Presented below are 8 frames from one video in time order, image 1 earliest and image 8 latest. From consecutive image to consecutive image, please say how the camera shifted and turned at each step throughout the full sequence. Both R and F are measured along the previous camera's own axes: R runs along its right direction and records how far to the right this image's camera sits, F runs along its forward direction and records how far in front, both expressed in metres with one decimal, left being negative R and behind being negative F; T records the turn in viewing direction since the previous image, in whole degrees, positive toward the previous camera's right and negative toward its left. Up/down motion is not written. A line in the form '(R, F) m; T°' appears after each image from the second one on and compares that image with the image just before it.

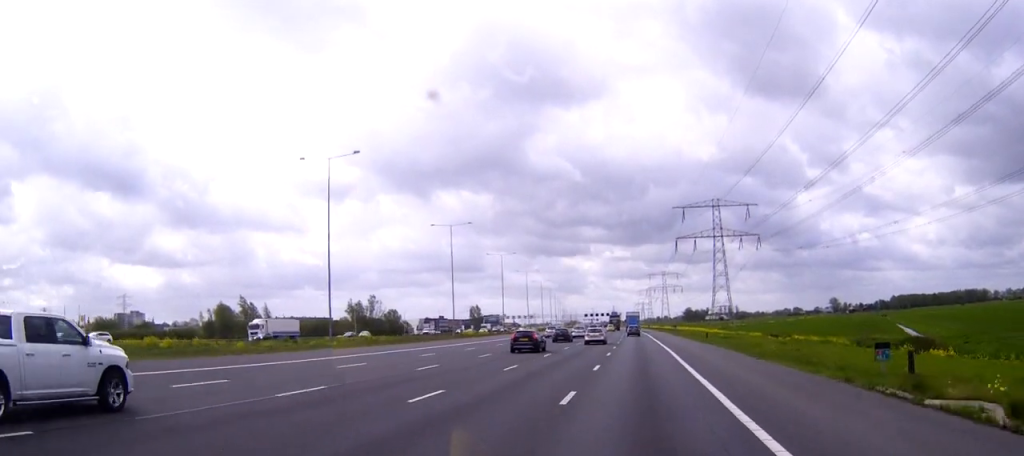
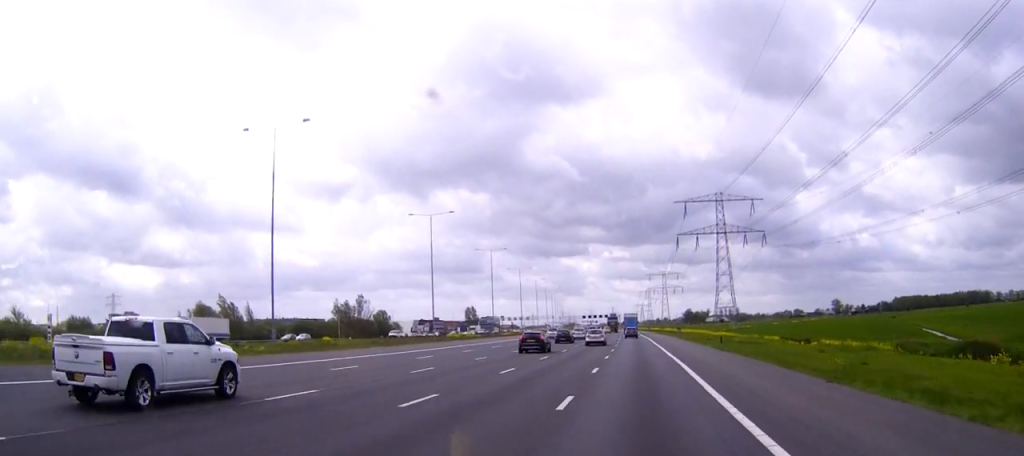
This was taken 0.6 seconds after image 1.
(0.0, +12.6) m; 0°
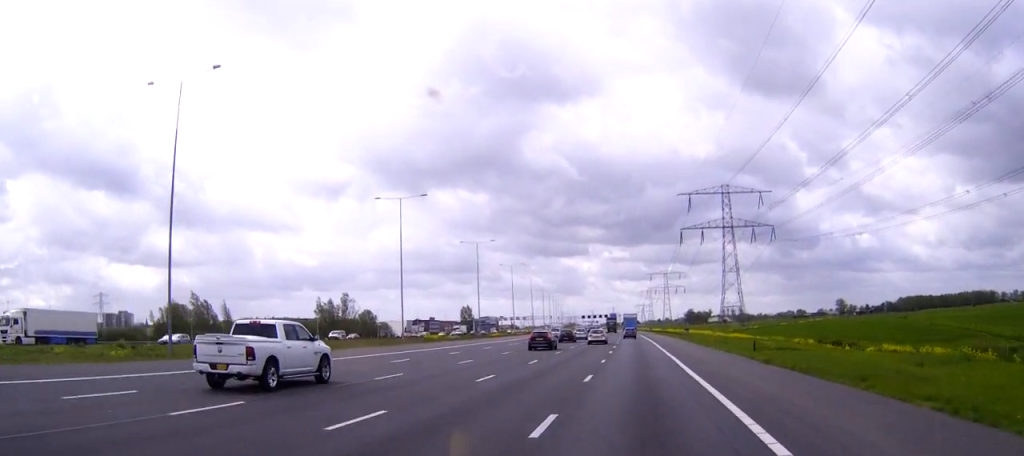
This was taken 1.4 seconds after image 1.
(0.0, +16.1) m; 0°
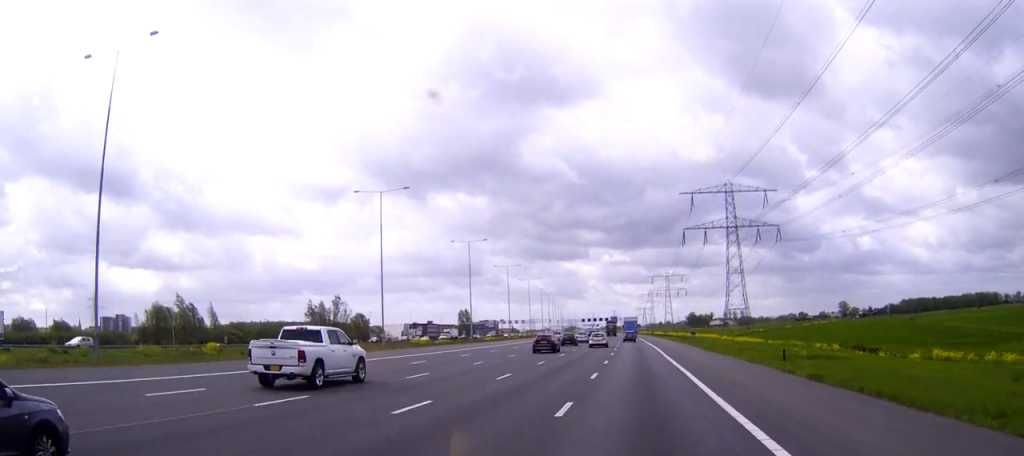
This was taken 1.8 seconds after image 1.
(0.0, +8.4) m; 0°
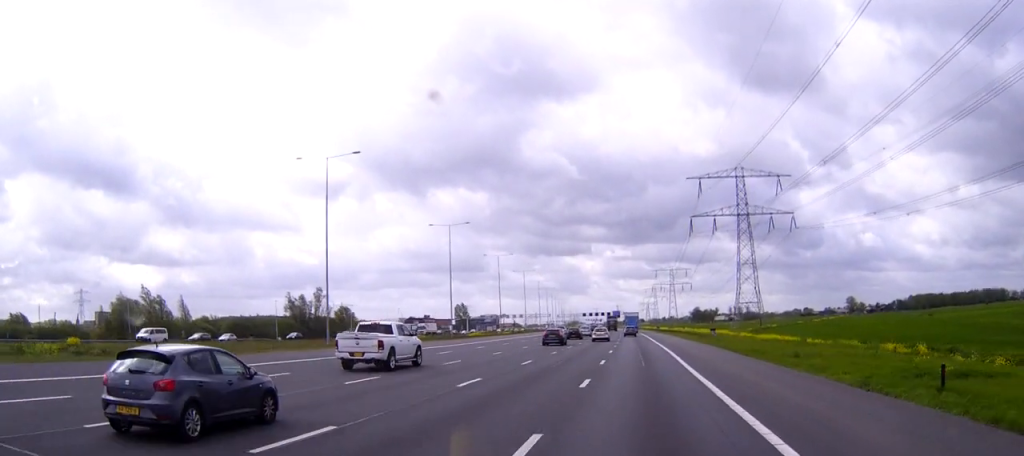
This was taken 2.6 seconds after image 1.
(0.0, +18.1) m; 0°
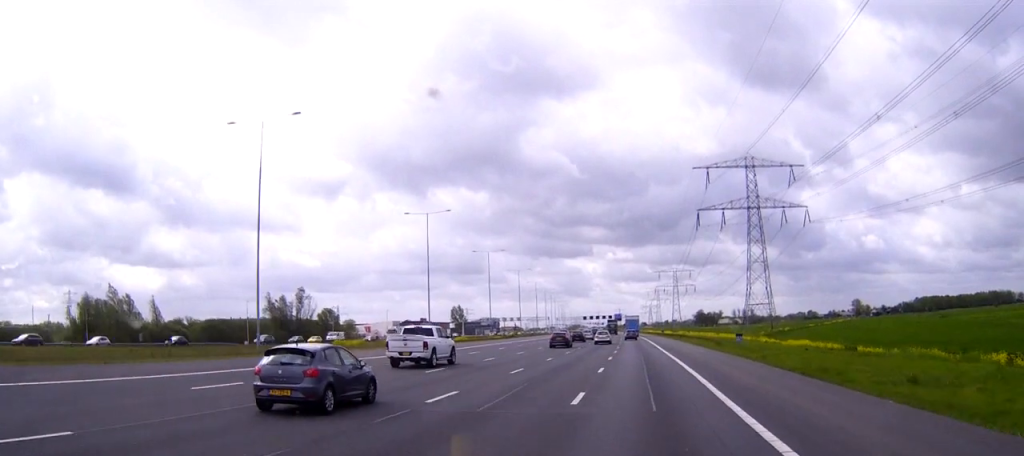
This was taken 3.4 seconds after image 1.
(0.0, +15.4) m; 0°
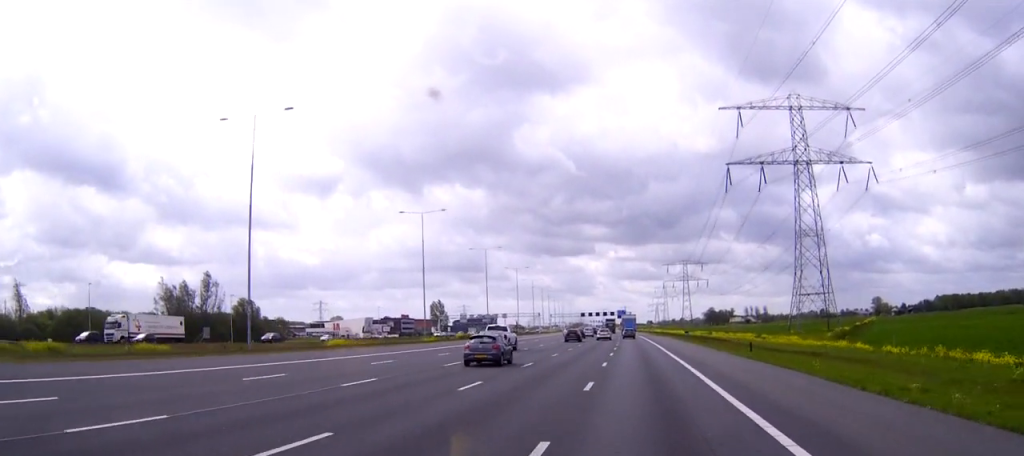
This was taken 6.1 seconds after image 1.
(-0.2, +56.6) m; 0°
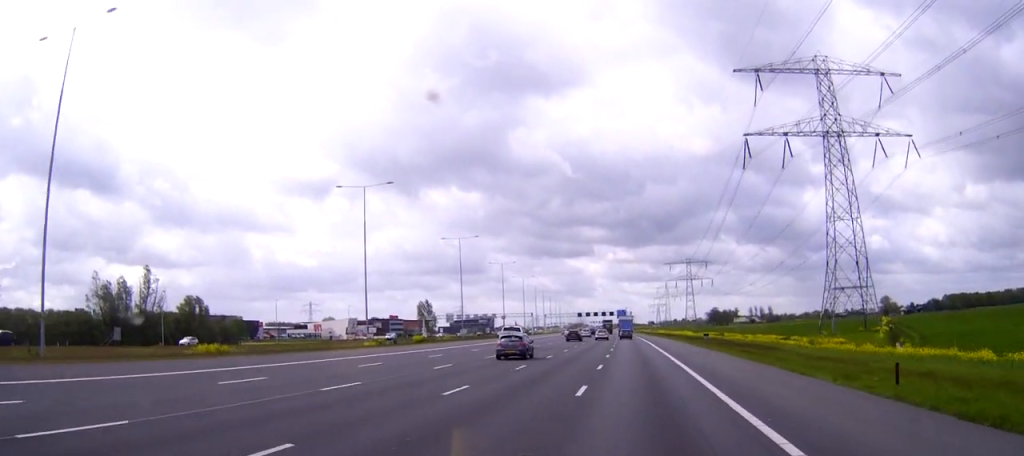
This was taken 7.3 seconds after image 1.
(-0.1, +25.1) m; 0°
